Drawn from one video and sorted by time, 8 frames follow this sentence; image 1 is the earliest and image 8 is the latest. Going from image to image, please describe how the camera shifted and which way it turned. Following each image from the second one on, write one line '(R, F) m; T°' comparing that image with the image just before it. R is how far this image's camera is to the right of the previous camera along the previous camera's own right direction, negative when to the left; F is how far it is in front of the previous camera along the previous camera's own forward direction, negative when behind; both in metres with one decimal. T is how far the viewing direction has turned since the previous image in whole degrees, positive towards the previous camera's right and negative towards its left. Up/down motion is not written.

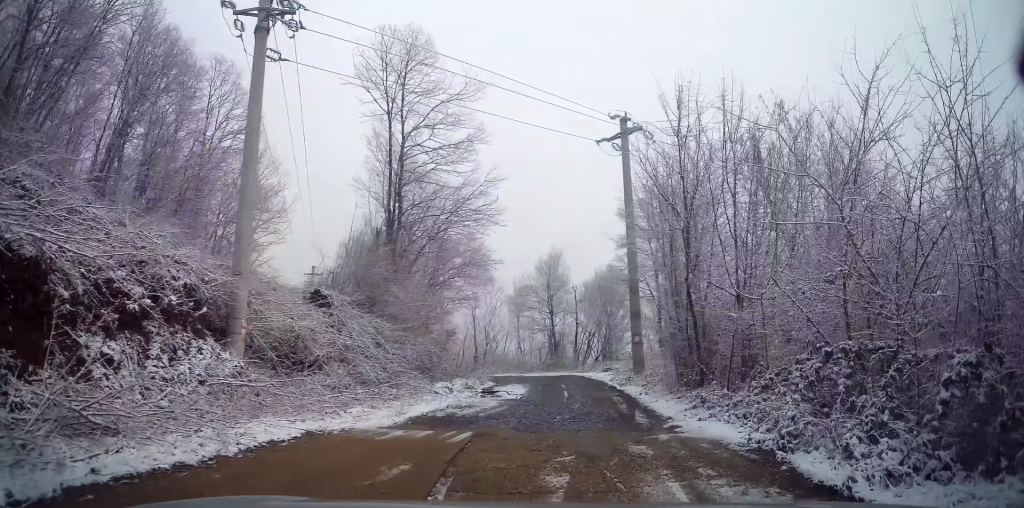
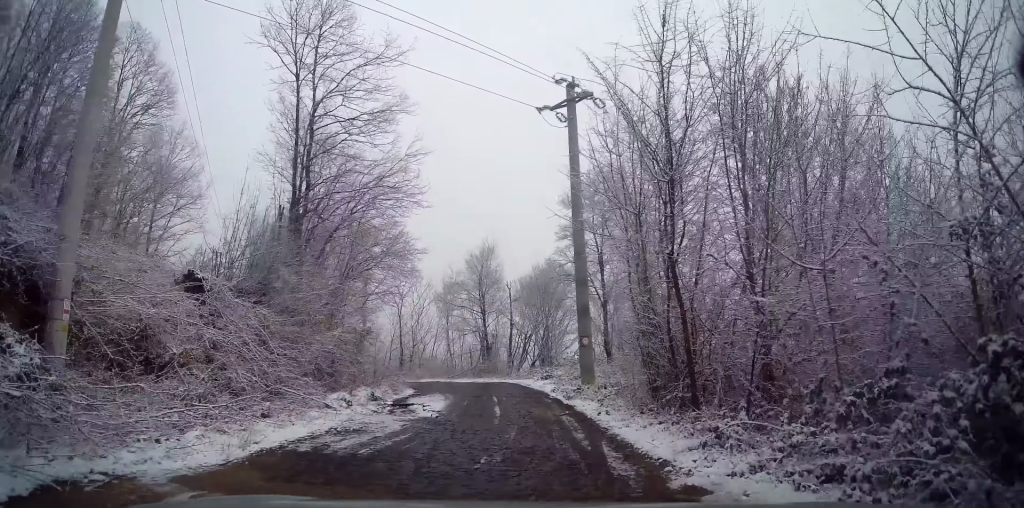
(+0.3, +4.4) m; 0°
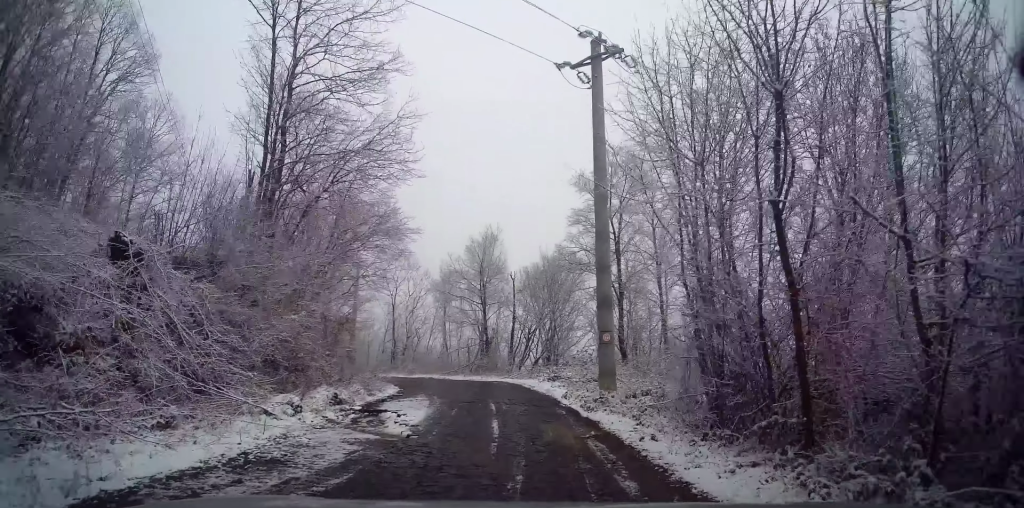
(-0.3, +3.5) m; -1°
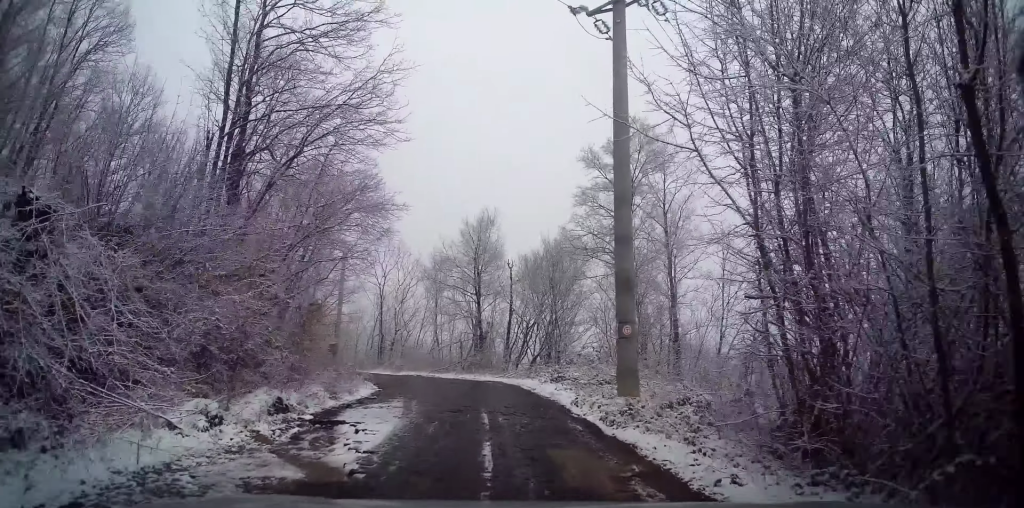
(+0.2, +2.9) m; +2°
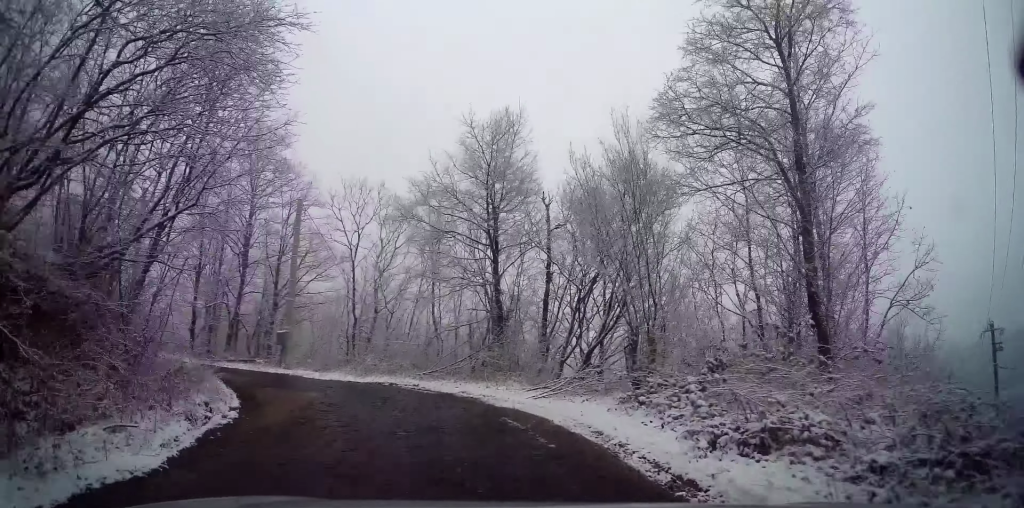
(+0.5, +11.6) m; -1°
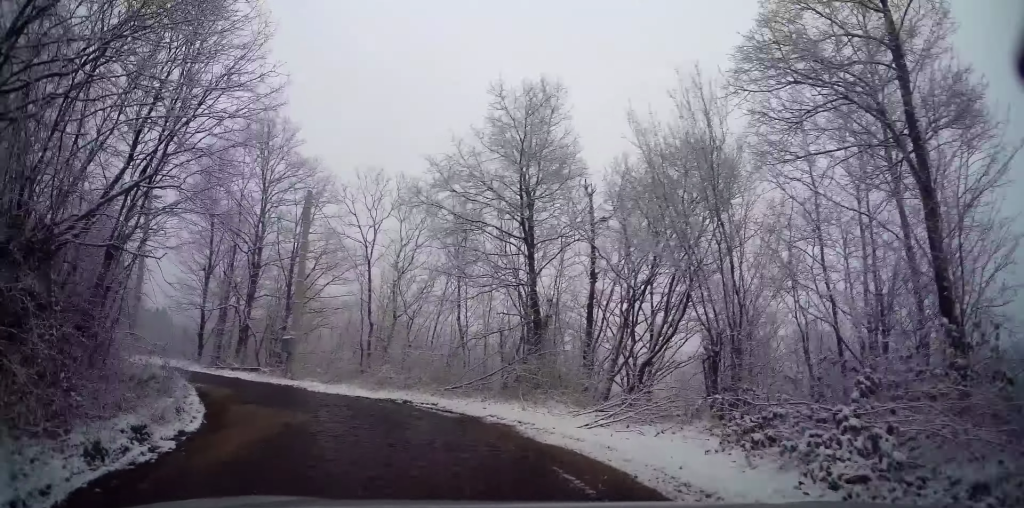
(+0.1, +2.9) m; -4°
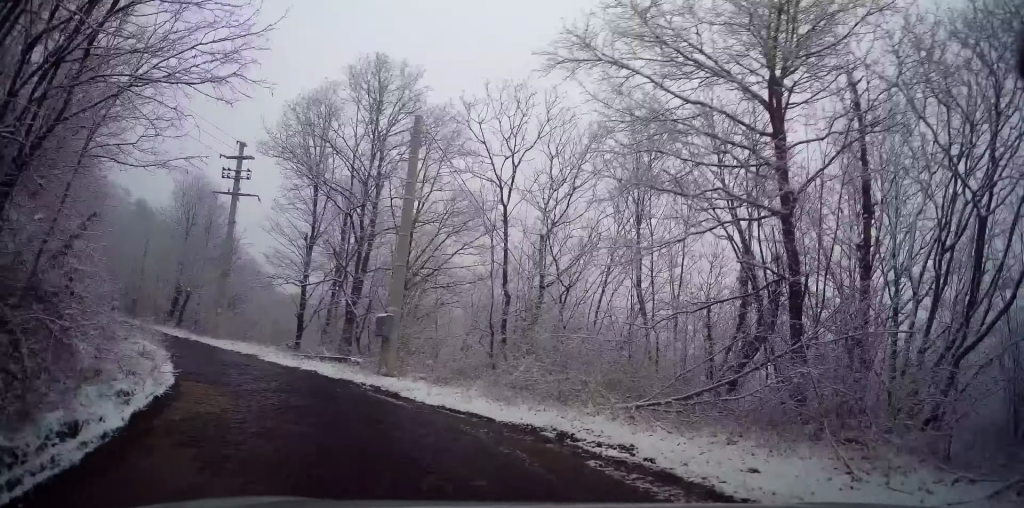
(-1.2, +7.2) m; -17°
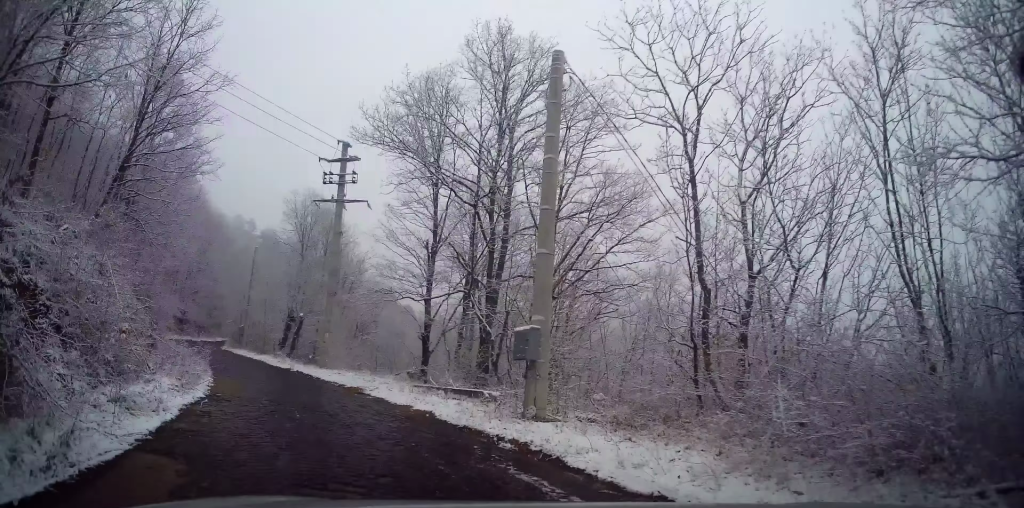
(-0.1, +5.3) m; -16°
